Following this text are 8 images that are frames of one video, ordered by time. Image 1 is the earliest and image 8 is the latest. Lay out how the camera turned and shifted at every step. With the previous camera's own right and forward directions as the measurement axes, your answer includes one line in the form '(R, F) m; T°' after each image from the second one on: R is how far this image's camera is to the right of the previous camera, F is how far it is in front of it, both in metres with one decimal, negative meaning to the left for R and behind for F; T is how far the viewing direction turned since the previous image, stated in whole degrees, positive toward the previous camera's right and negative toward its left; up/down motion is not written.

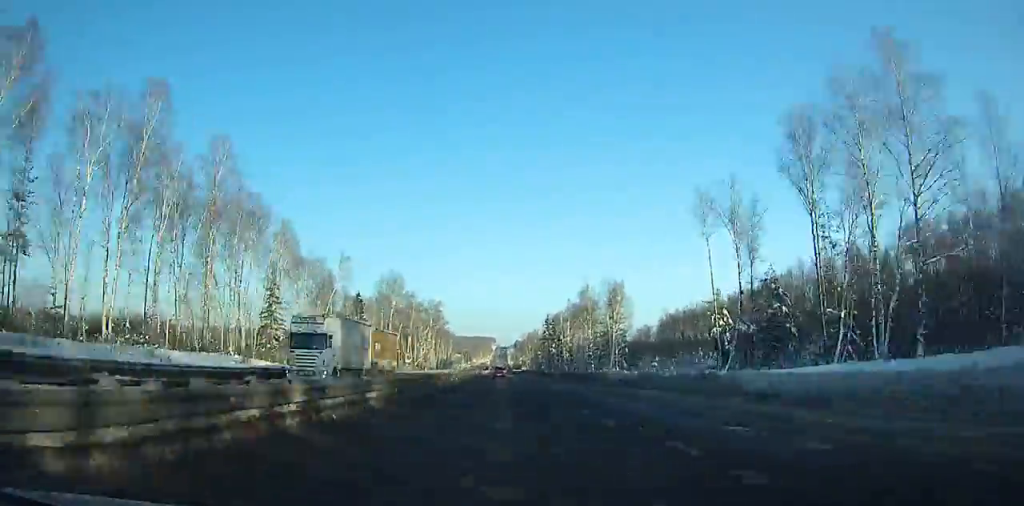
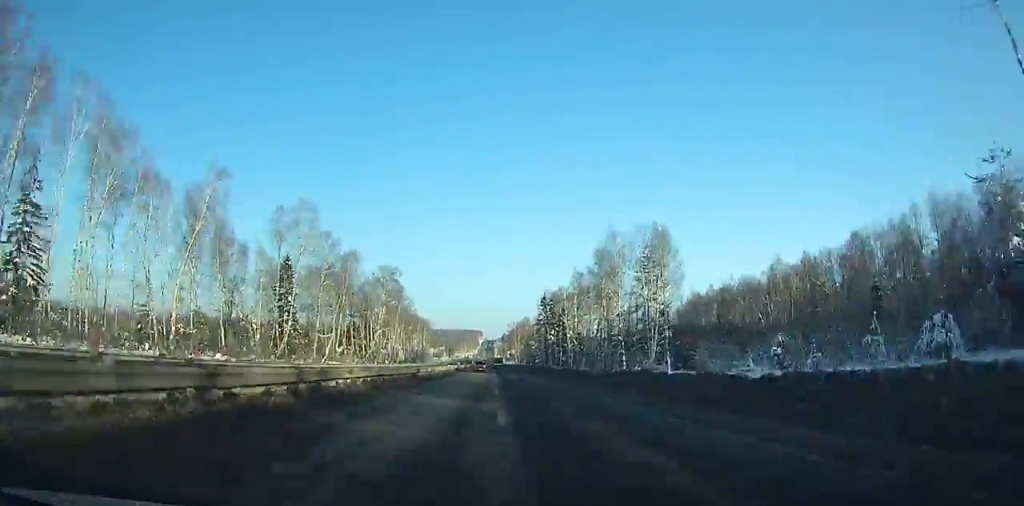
(+0.4, +49.4) m; 0°
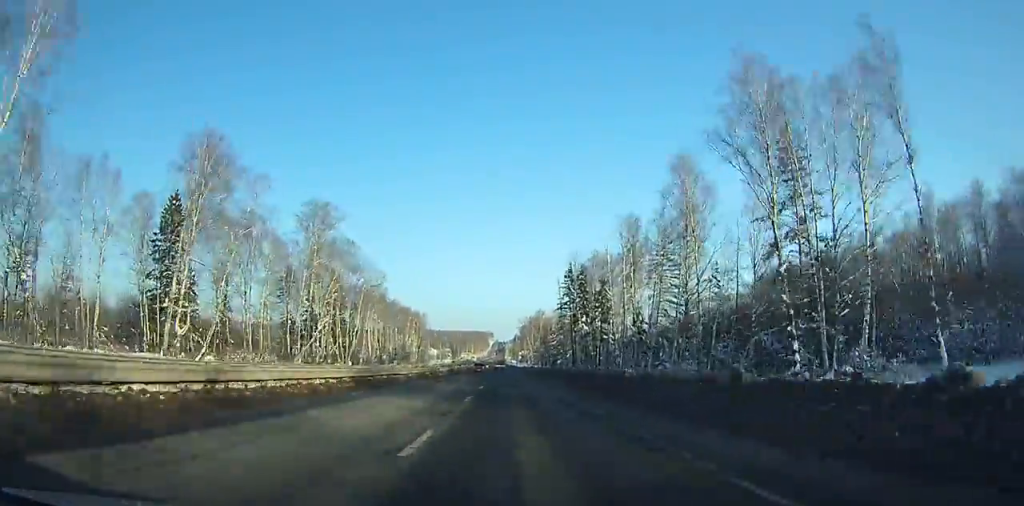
(-0.5, +47.5) m; -1°
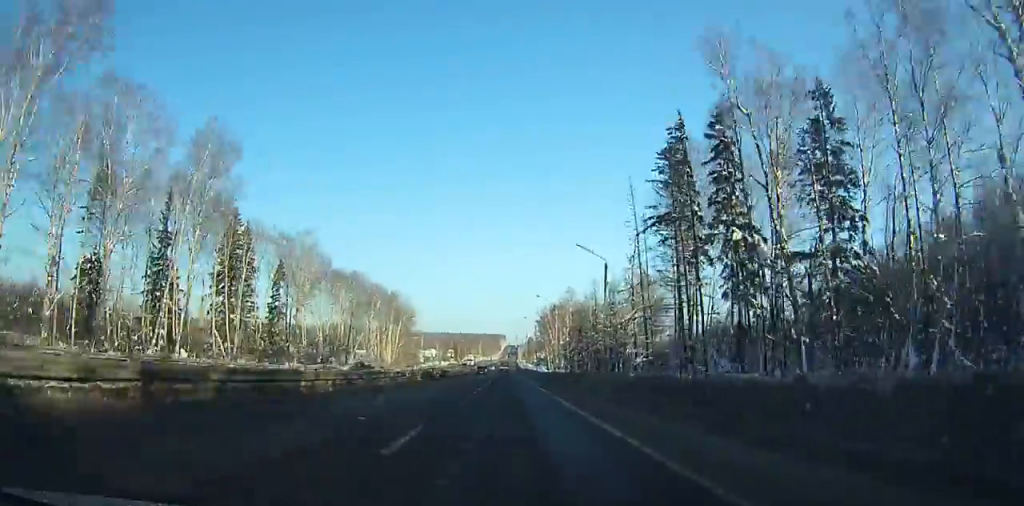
(-0.5, +64.9) m; -1°
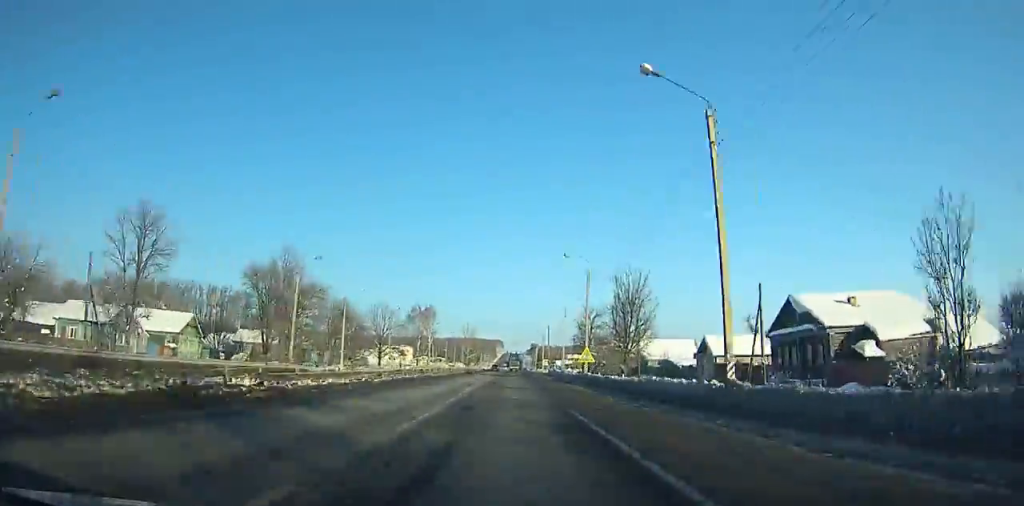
(-0.7, +269.0) m; 0°
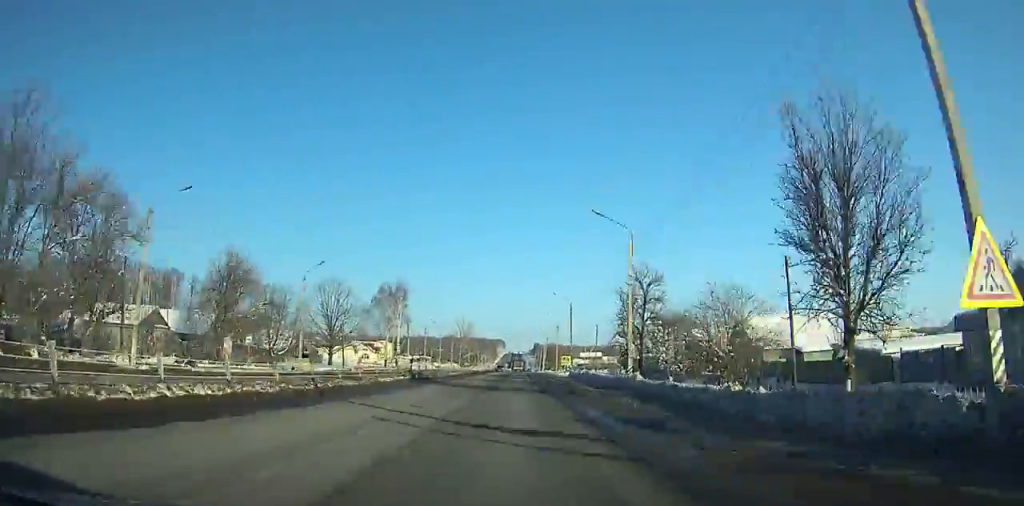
(+0.1, +44.0) m; 0°
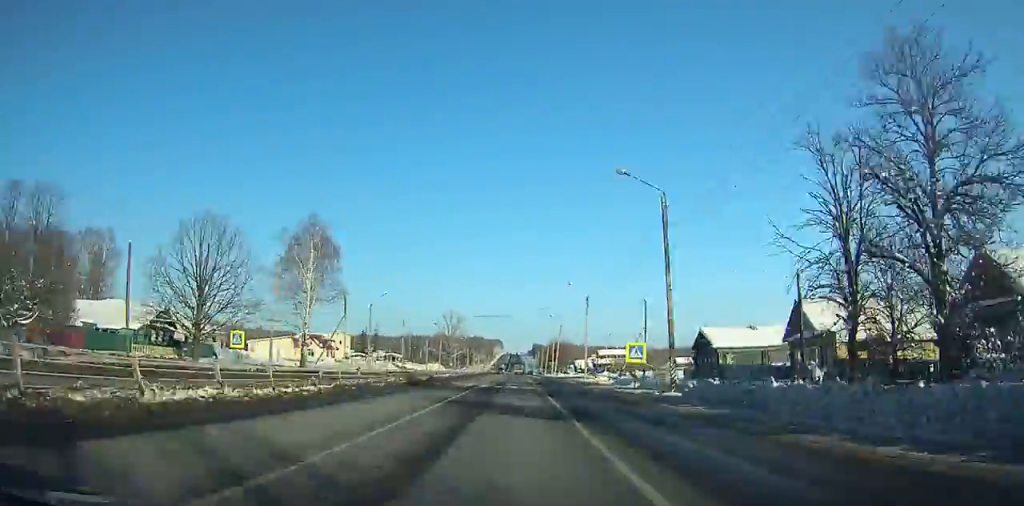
(0.0, +49.3) m; 0°
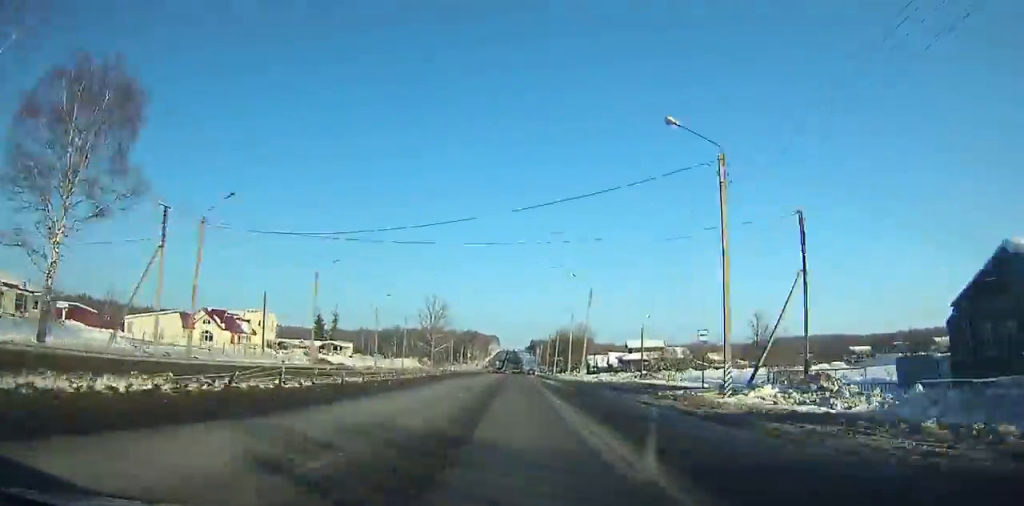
(+0.1, +46.2) m; 0°
